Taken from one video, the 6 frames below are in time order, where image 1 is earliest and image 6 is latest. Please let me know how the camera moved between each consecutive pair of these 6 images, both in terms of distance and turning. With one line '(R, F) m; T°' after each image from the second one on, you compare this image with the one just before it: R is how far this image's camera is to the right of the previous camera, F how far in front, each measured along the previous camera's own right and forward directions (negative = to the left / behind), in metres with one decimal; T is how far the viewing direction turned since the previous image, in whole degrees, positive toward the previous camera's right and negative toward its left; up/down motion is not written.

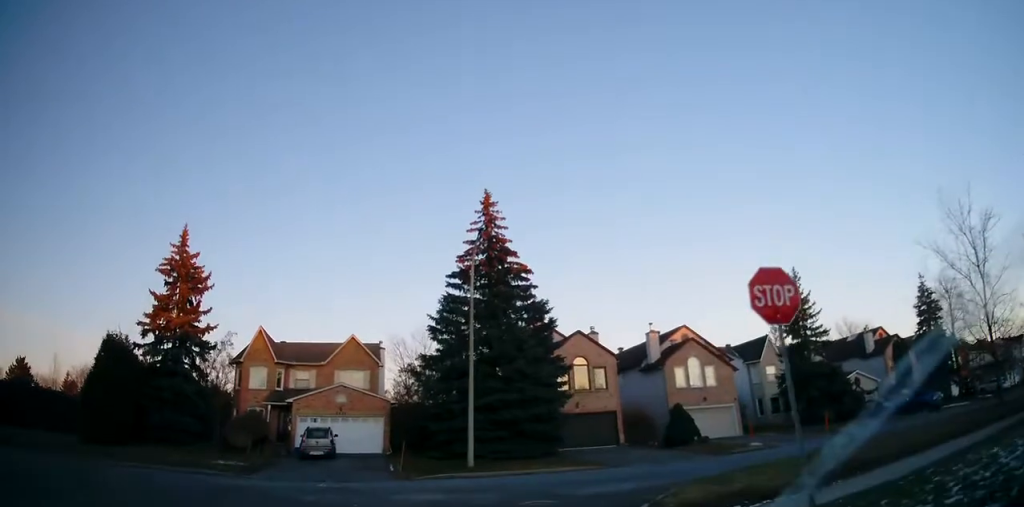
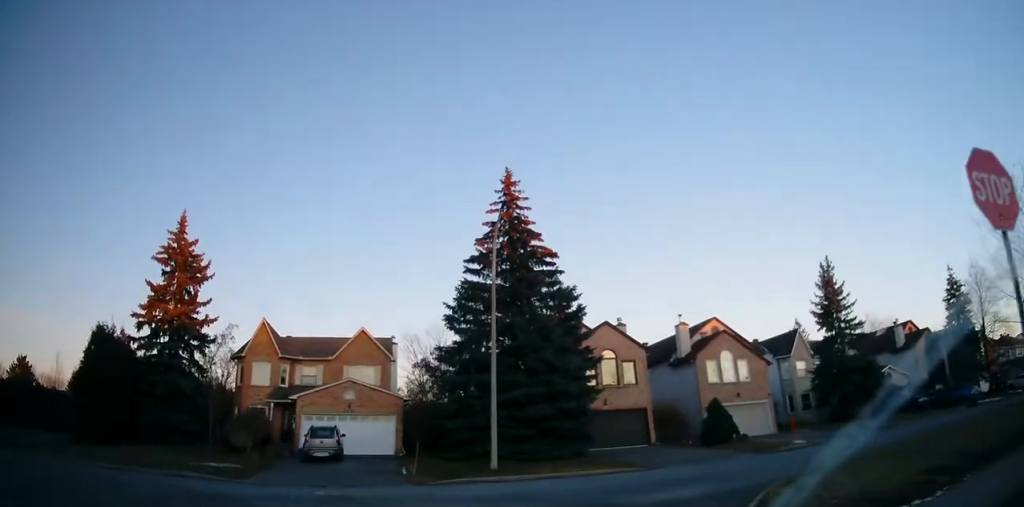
(0.0, +4.0) m; -3°
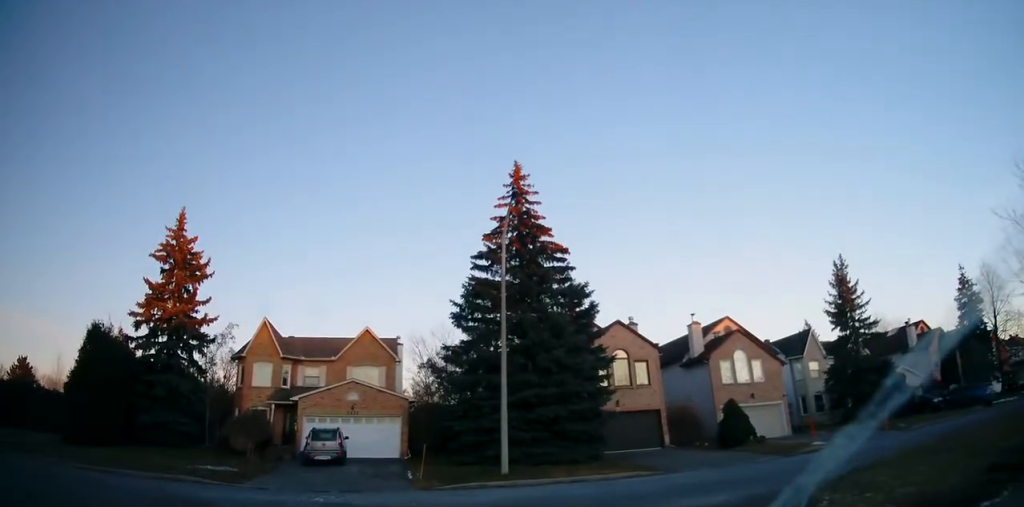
(-0.1, +2.1) m; -5°
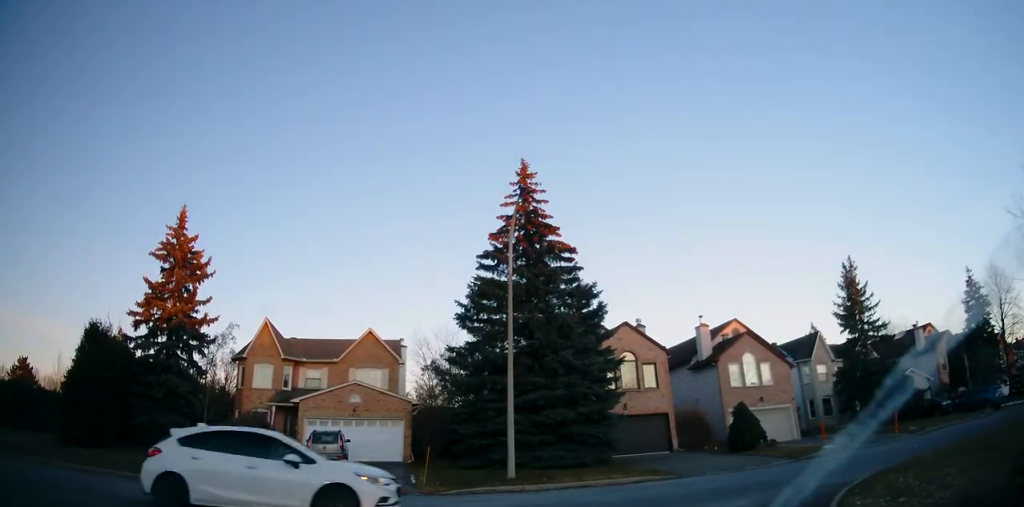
(-0.4, +2.6) m; -2°
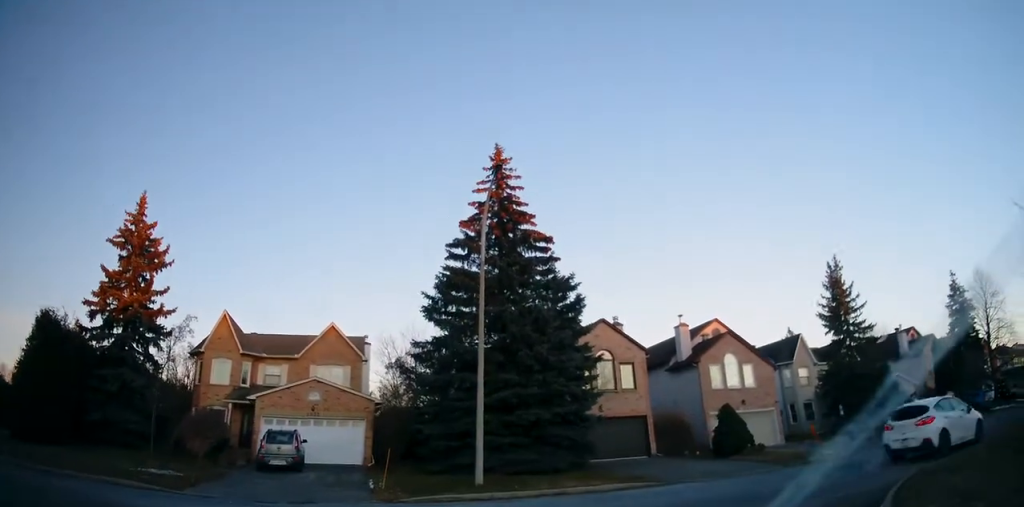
(+0.2, +1.2) m; +4°
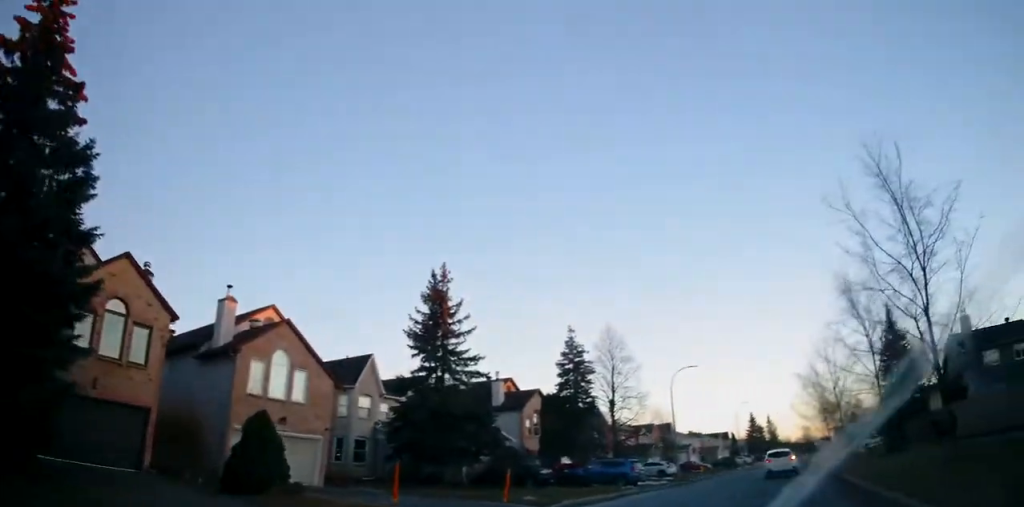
(+2.9, +8.0) m; +42°
